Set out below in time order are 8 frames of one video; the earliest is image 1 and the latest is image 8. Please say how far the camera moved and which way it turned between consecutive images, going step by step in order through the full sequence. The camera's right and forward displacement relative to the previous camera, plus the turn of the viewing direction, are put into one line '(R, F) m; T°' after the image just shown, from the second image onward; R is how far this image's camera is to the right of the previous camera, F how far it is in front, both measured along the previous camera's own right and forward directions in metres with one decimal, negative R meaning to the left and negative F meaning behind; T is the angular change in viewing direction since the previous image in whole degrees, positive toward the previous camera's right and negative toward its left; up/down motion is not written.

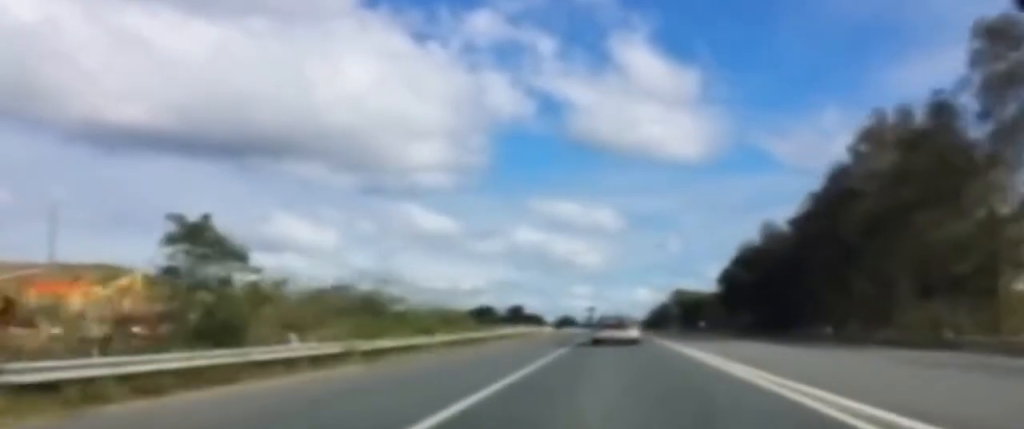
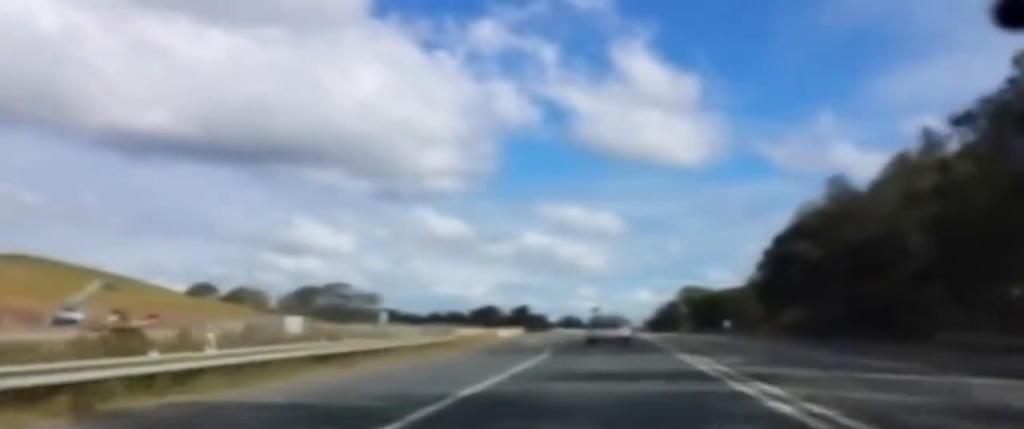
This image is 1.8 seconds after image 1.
(-1.1, +40.8) m; -2°
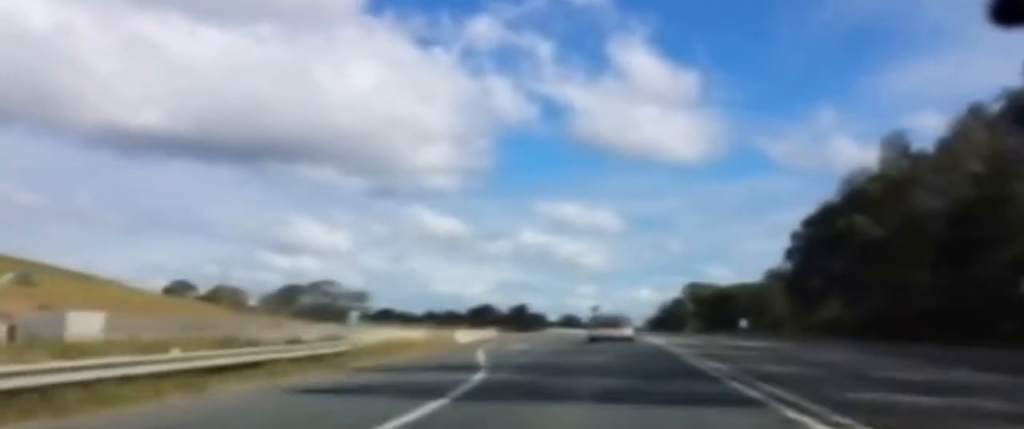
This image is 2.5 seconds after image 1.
(0.0, +15.6) m; +1°
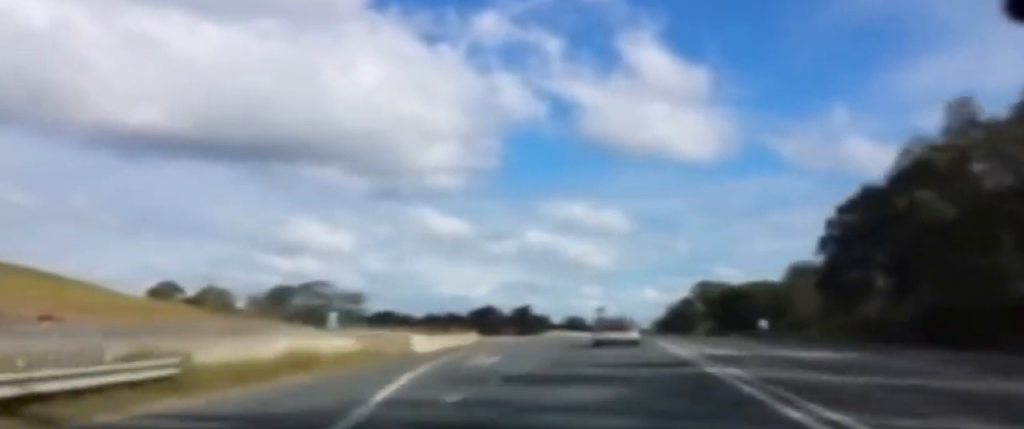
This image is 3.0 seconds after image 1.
(0.0, +9.6) m; +1°
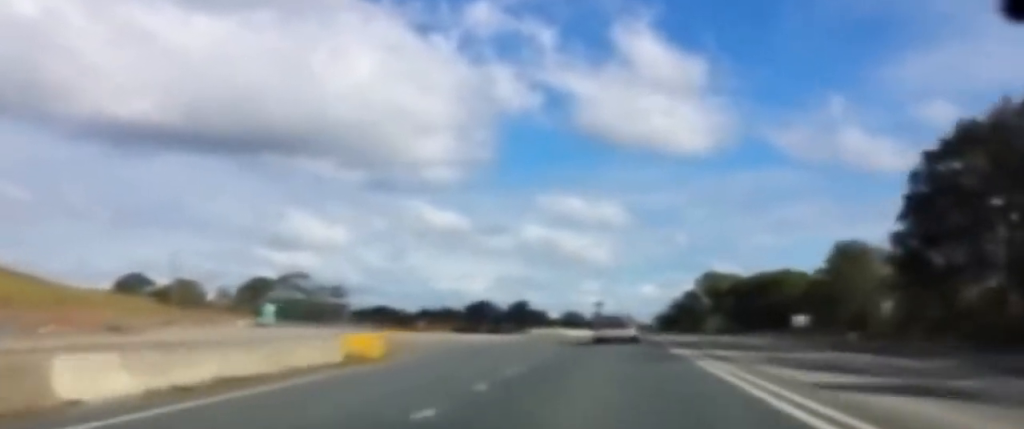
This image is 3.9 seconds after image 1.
(+0.3, +21.3) m; 0°
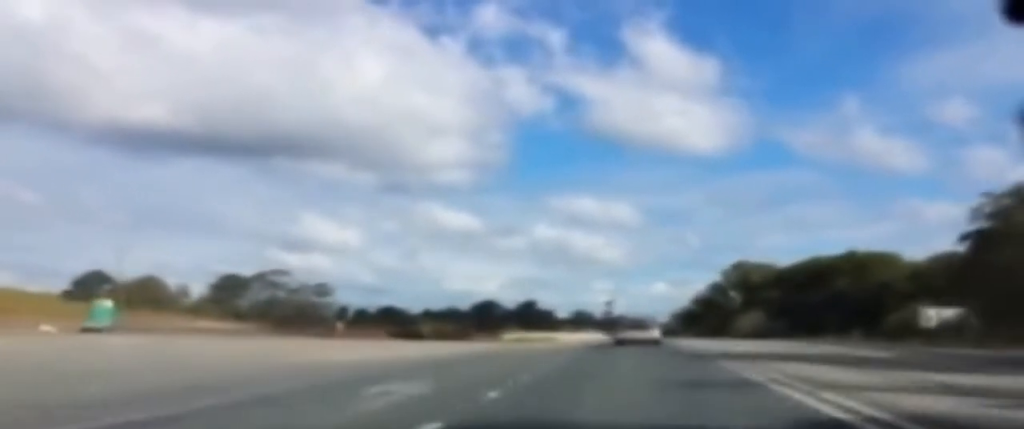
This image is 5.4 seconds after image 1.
(-0.7, +32.9) m; -2°
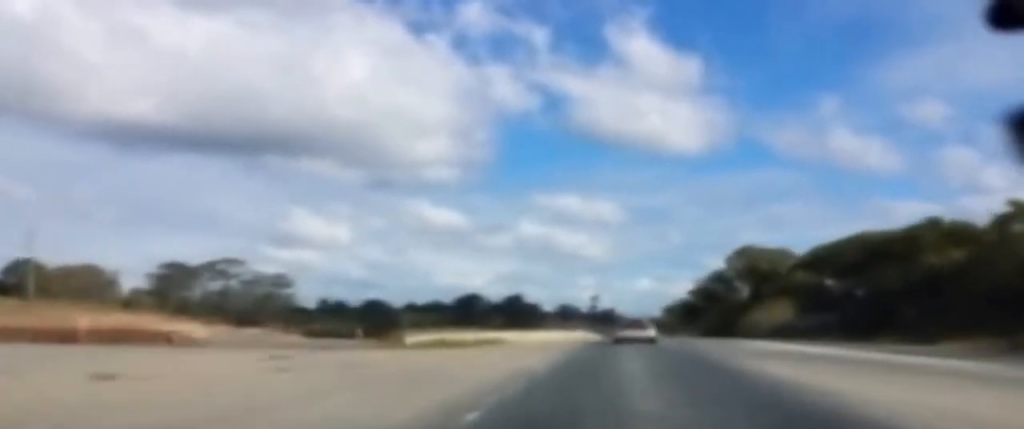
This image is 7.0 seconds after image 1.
(+0.2, +33.3) m; +1°
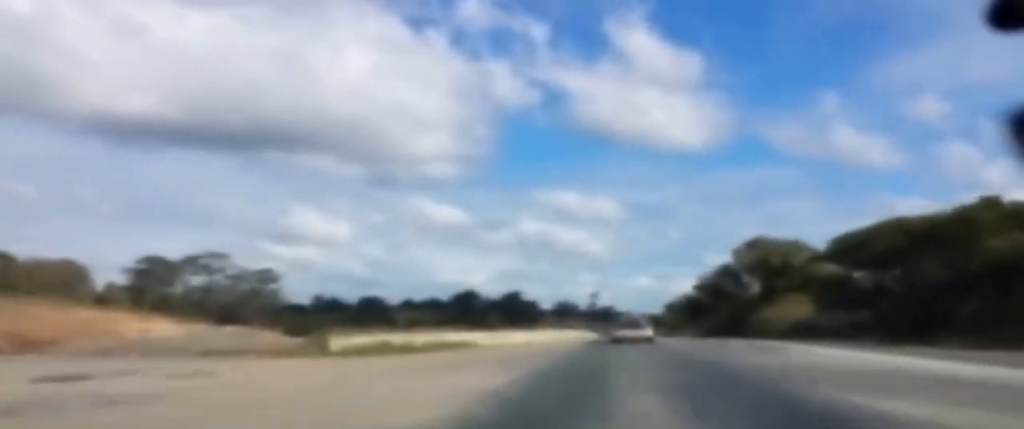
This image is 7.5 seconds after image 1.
(+0.1, +10.8) m; 0°
